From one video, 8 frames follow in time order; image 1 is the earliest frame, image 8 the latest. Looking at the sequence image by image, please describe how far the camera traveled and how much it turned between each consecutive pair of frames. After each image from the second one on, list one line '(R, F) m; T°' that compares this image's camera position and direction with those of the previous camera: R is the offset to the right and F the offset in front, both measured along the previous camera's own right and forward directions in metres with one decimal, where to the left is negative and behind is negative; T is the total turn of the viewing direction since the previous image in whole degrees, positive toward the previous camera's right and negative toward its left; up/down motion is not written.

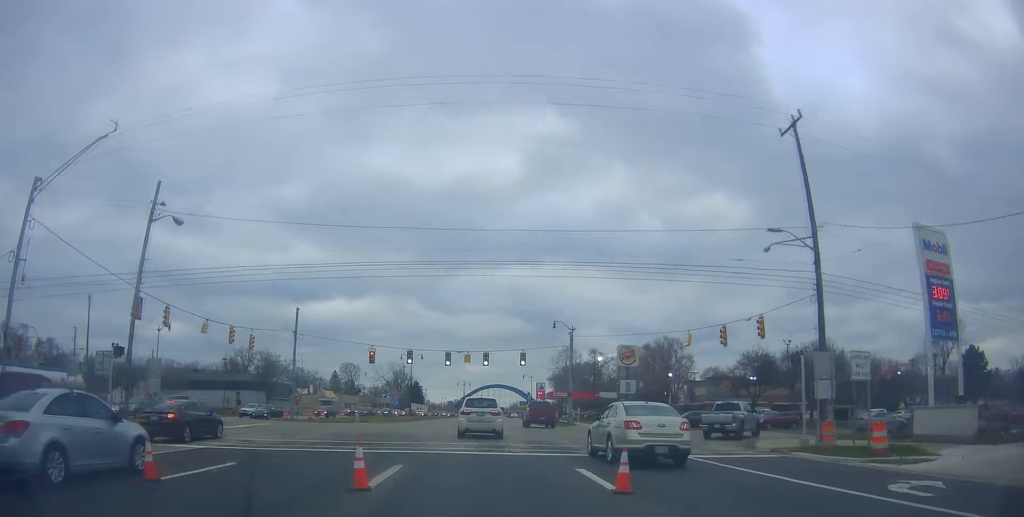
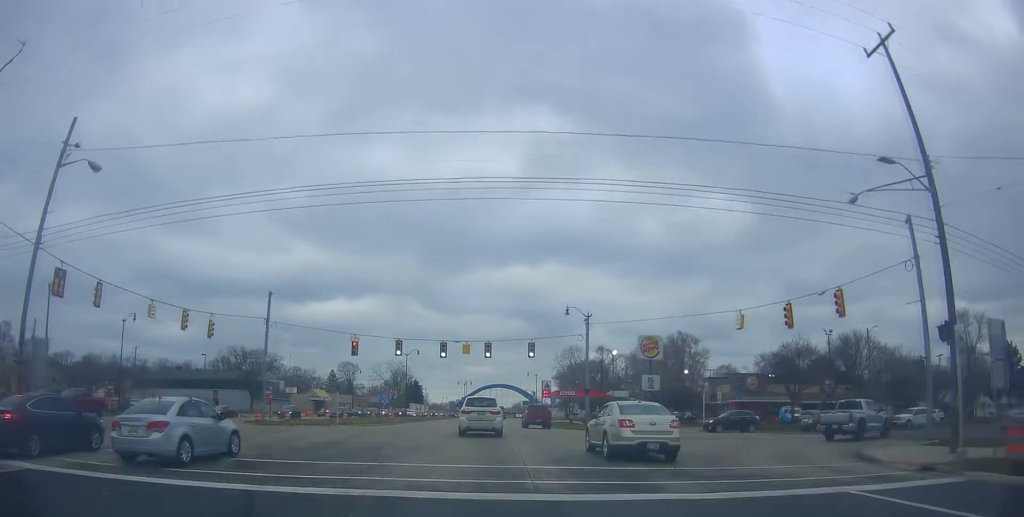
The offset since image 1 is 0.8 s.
(-0.5, +8.4) m; 0°
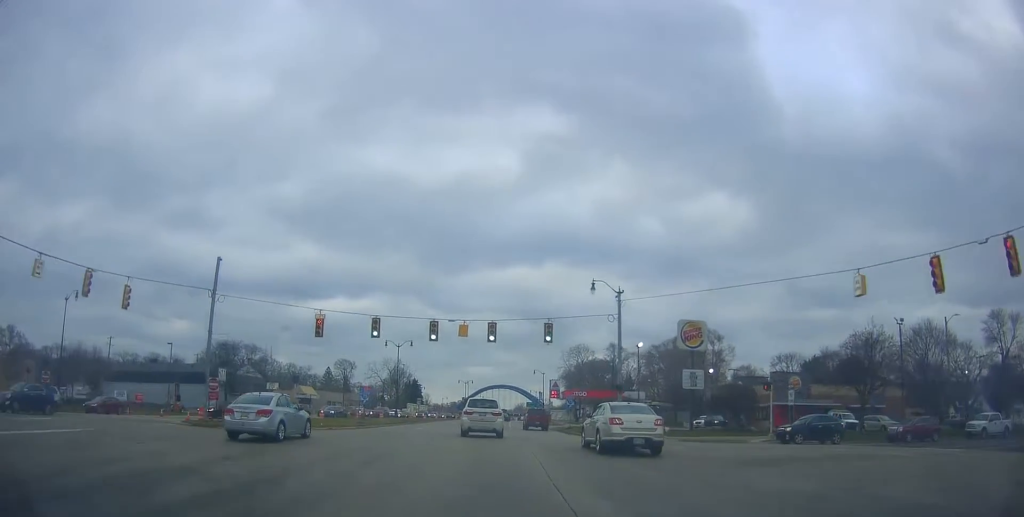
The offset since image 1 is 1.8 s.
(+0.7, +11.5) m; +2°
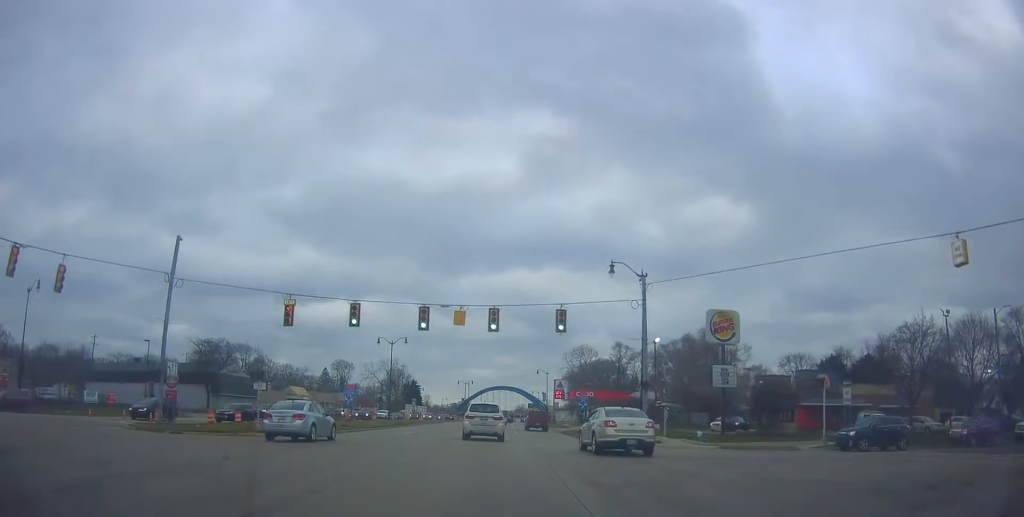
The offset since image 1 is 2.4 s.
(-0.2, +6.4) m; -2°
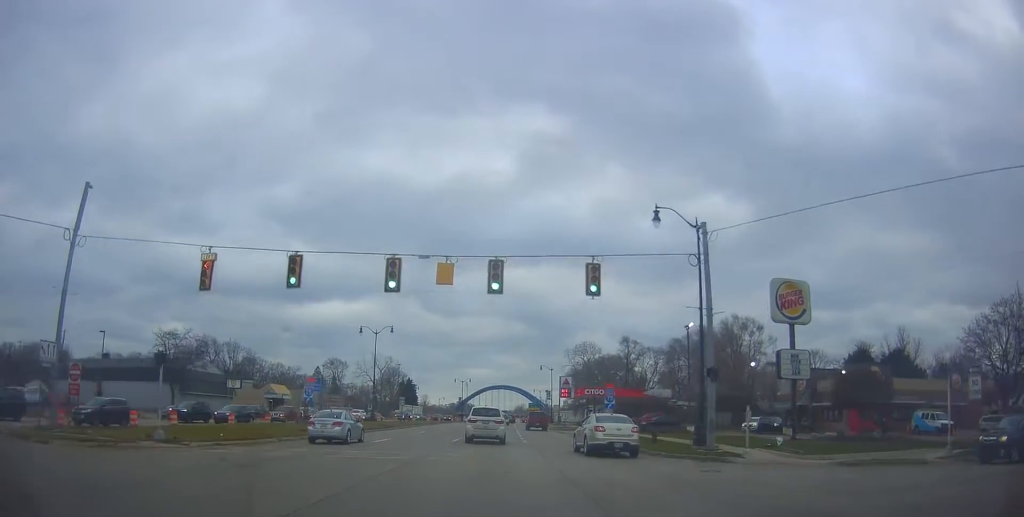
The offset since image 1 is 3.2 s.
(-0.3, +10.3) m; 0°
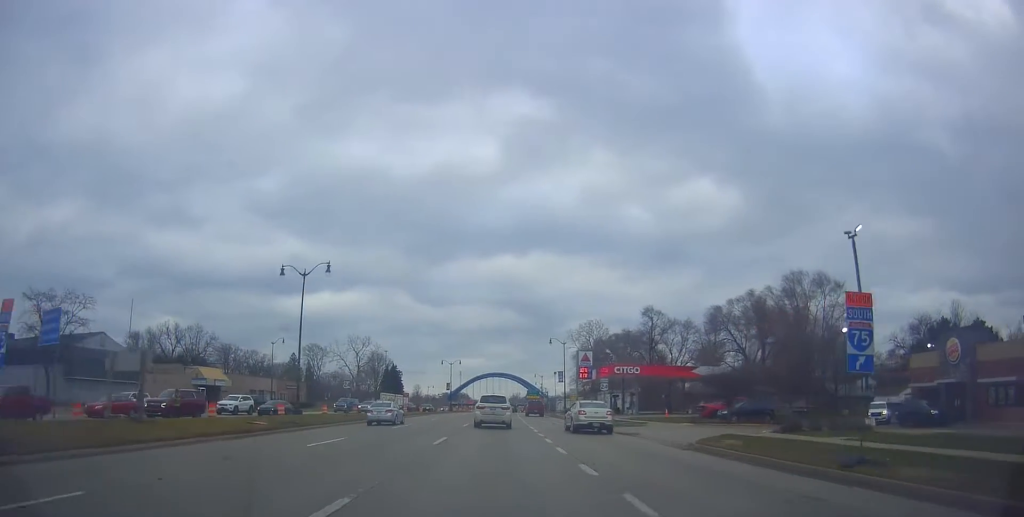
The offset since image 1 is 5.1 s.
(+0.6, +25.0) m; +1°
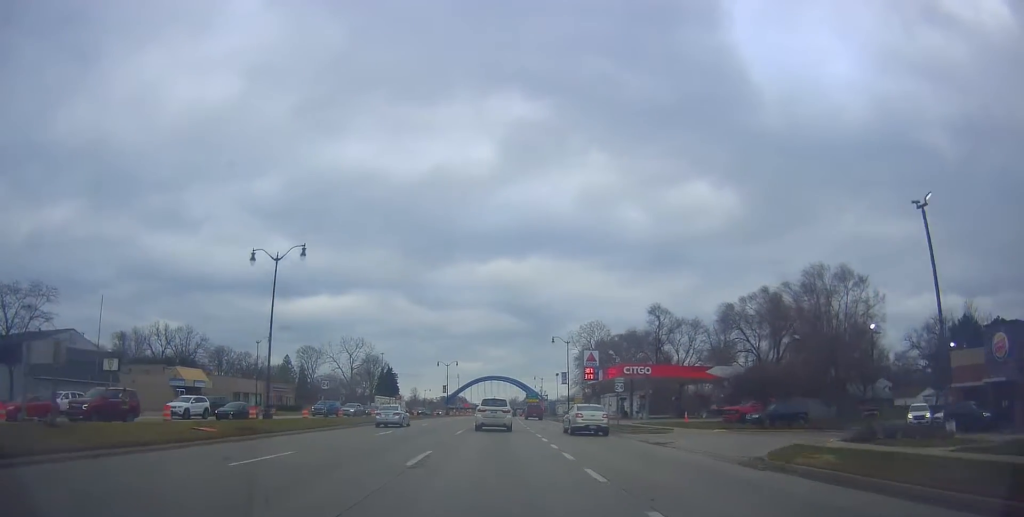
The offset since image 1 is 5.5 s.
(-0.3, +5.5) m; 0°
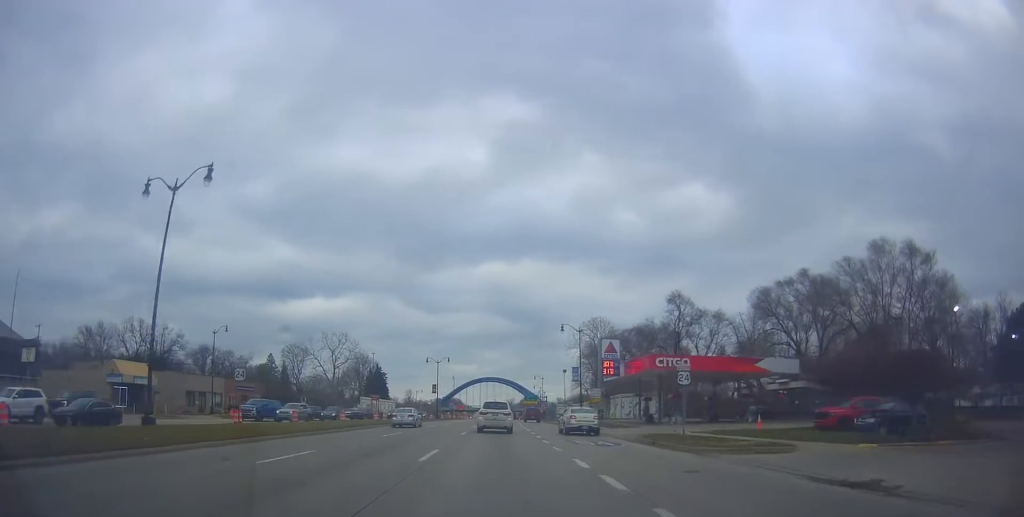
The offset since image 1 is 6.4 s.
(+0.4, +13.1) m; +2°
